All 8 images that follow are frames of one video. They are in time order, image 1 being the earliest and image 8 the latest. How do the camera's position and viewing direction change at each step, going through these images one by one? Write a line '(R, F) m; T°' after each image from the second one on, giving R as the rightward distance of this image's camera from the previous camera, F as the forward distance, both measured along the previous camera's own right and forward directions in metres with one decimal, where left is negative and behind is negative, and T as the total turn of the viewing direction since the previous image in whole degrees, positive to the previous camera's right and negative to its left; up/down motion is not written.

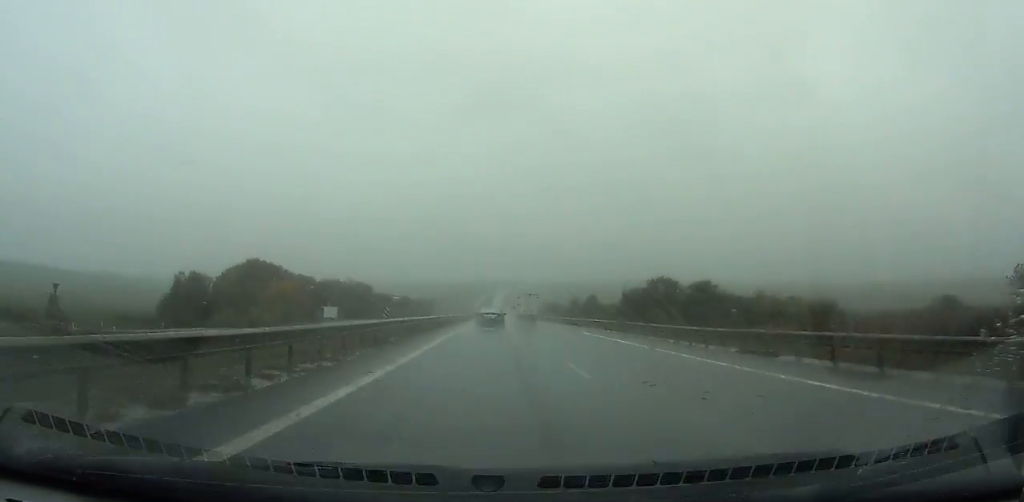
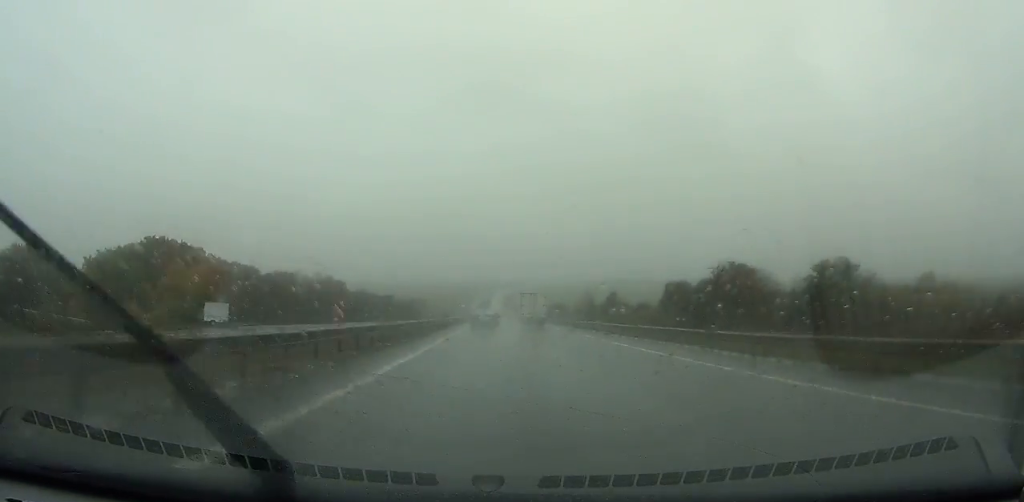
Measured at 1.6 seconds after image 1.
(+0.4, +44.8) m; 0°
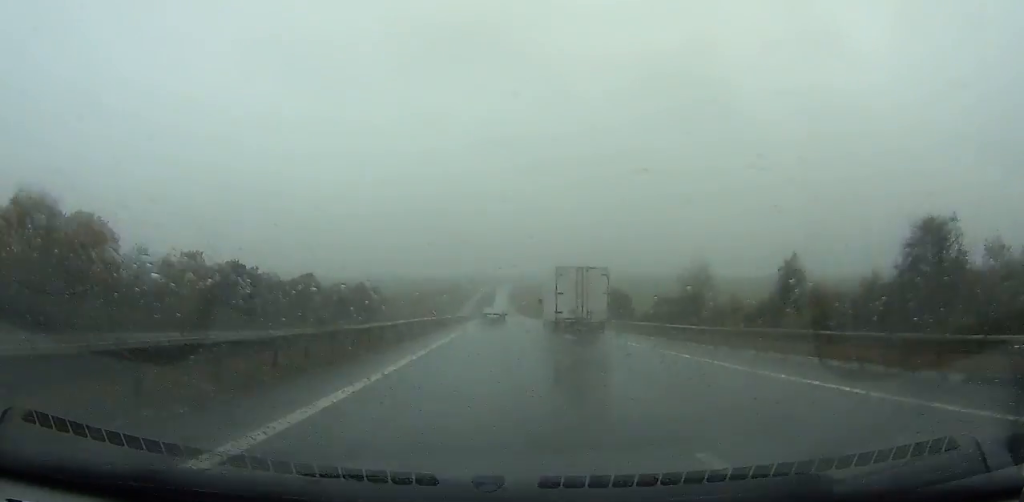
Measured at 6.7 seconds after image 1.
(+0.1, +142.1) m; 0°
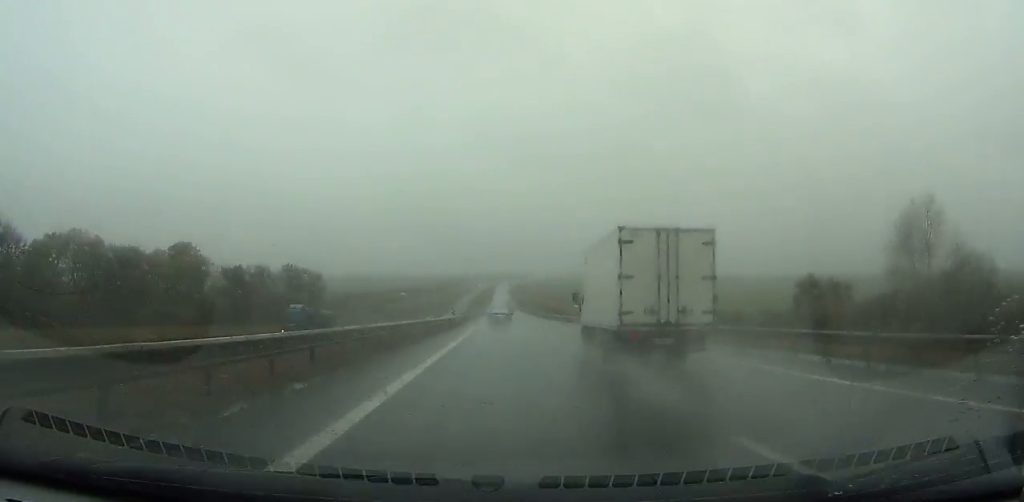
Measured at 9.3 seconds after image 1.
(-0.3, +71.9) m; 0°
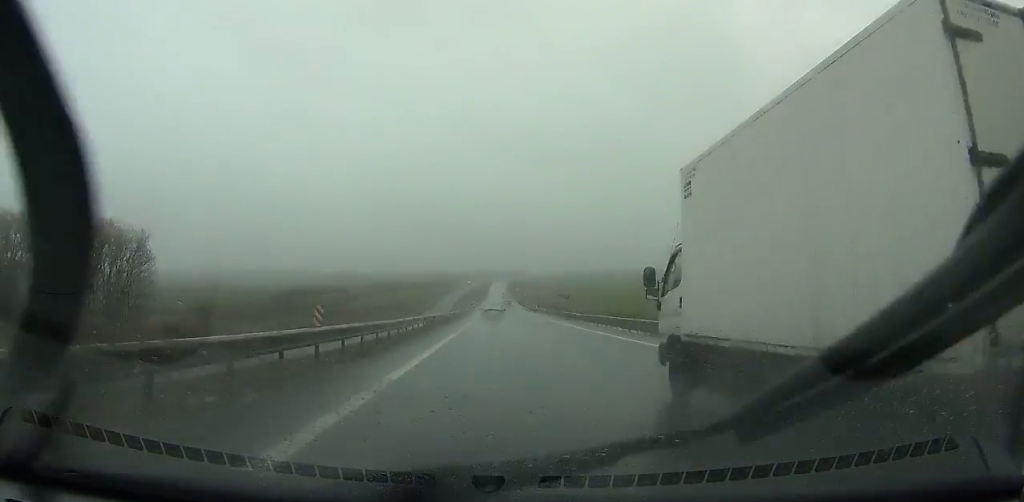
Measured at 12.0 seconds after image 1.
(+0.2, +74.5) m; 0°
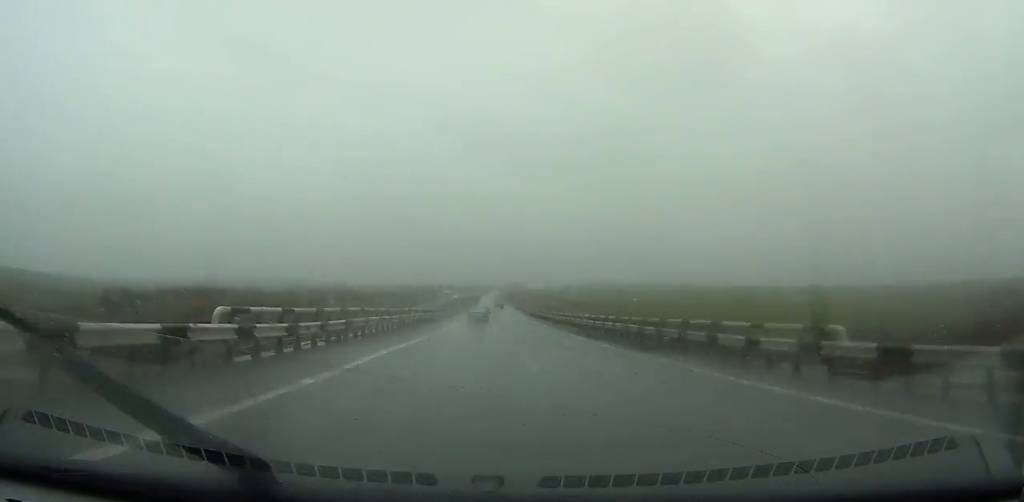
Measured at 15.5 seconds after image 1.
(+0.4, +96.4) m; +1°
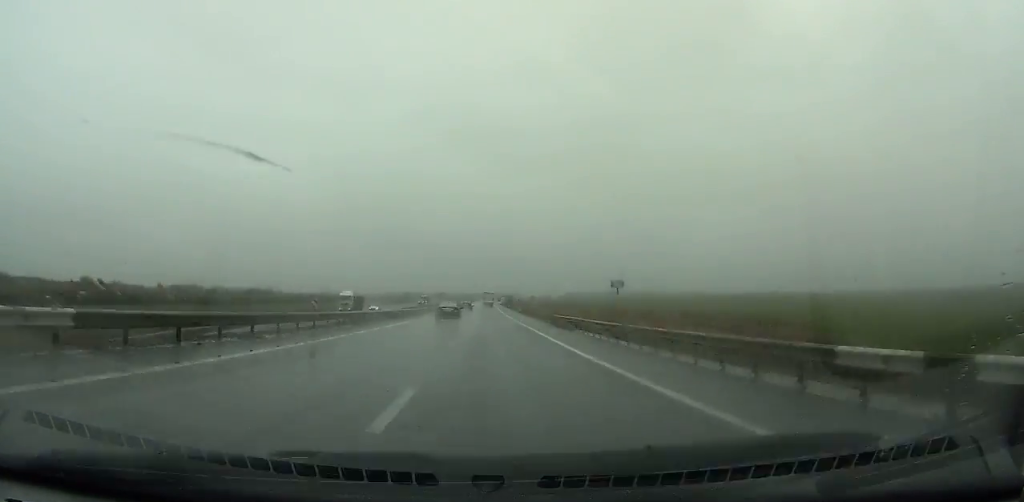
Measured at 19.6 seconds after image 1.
(+0.5, +111.8) m; 0°
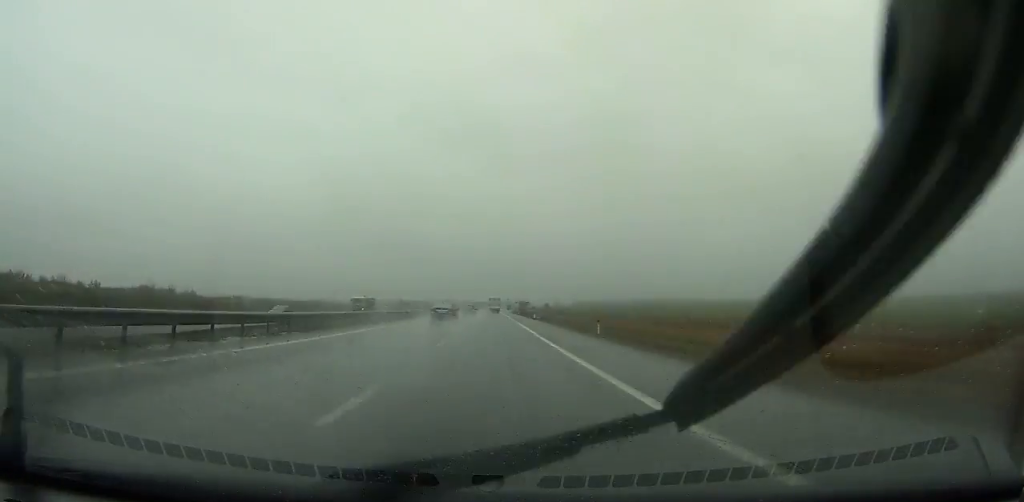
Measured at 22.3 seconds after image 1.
(-0.2, +72.0) m; 0°
